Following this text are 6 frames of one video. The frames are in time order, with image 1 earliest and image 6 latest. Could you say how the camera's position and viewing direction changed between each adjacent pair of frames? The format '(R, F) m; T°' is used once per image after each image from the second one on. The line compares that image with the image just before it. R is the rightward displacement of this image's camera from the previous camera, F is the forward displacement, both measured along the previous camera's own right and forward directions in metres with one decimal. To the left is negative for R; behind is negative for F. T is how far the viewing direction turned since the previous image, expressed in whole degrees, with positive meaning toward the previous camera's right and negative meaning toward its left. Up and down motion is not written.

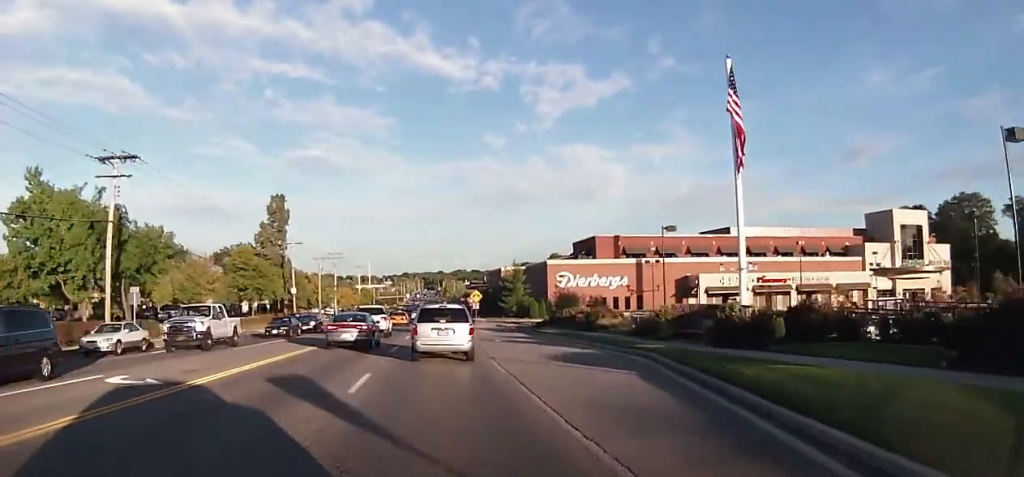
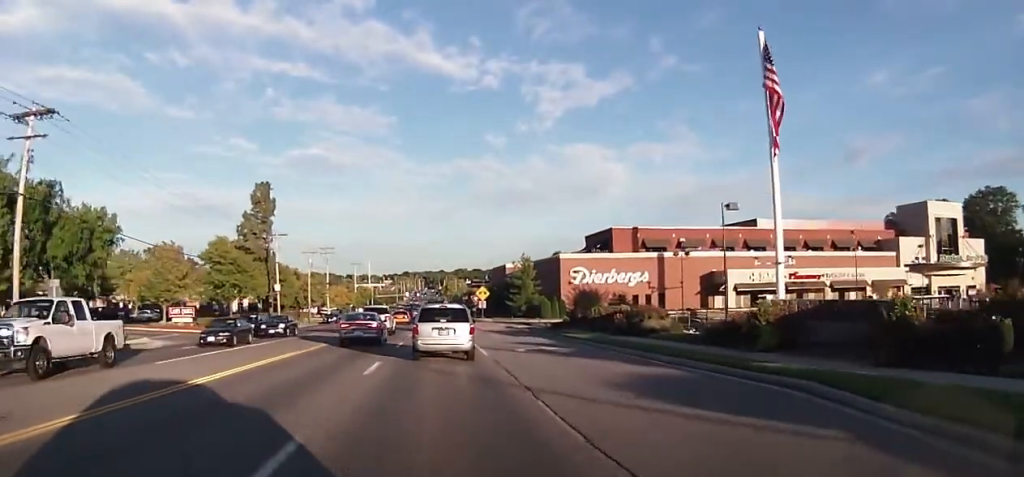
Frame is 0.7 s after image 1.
(0.0, +8.8) m; 0°
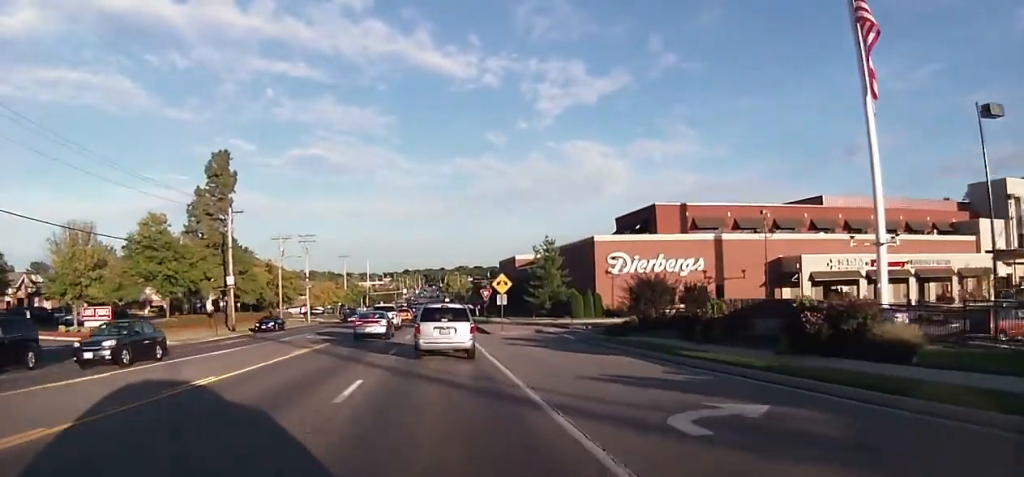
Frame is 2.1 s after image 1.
(0.0, +17.4) m; 0°
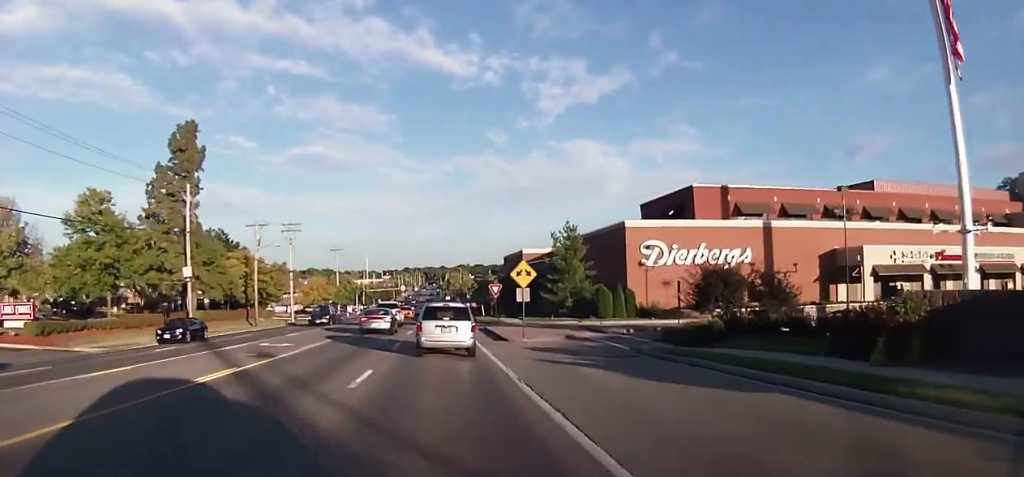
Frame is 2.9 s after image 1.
(0.0, +10.3) m; 0°
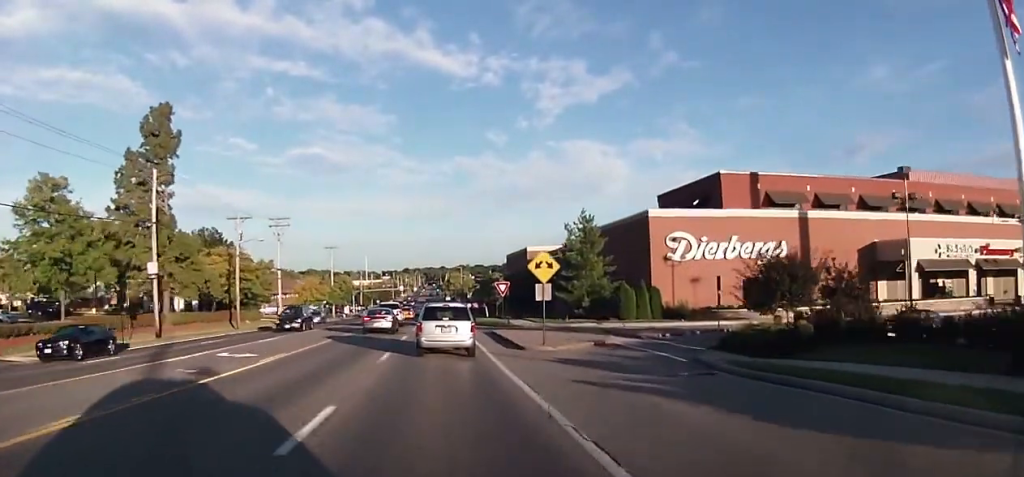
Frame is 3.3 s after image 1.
(0.0, +6.1) m; +1°
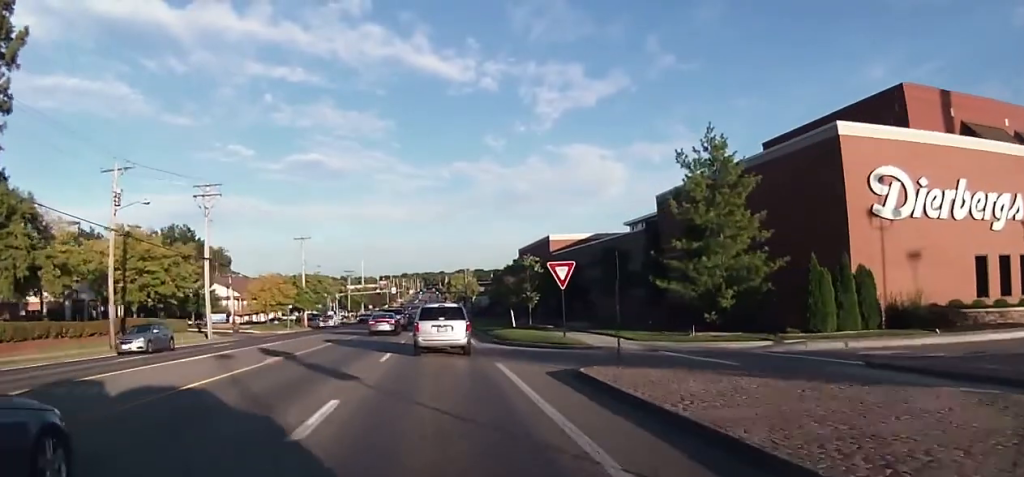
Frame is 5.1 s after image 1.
(+0.6, +24.0) m; +1°
